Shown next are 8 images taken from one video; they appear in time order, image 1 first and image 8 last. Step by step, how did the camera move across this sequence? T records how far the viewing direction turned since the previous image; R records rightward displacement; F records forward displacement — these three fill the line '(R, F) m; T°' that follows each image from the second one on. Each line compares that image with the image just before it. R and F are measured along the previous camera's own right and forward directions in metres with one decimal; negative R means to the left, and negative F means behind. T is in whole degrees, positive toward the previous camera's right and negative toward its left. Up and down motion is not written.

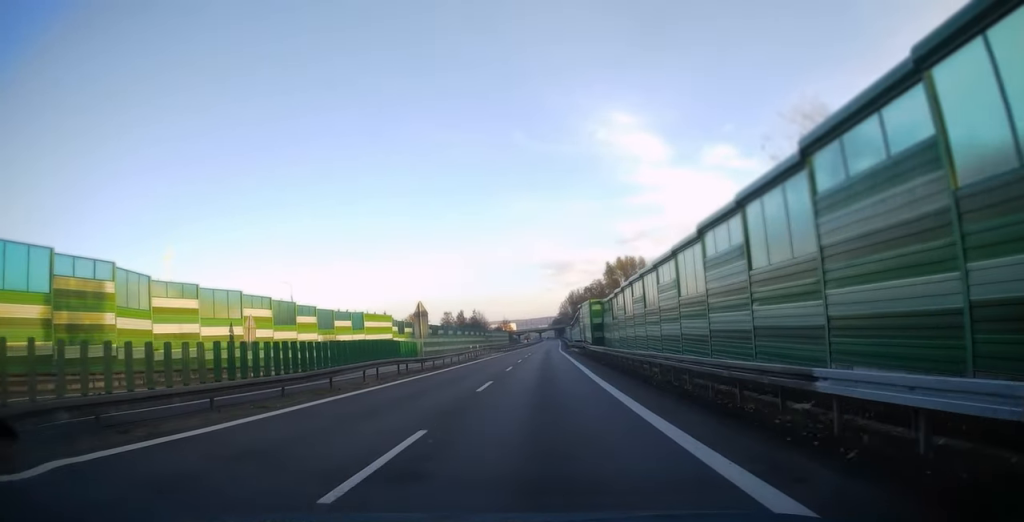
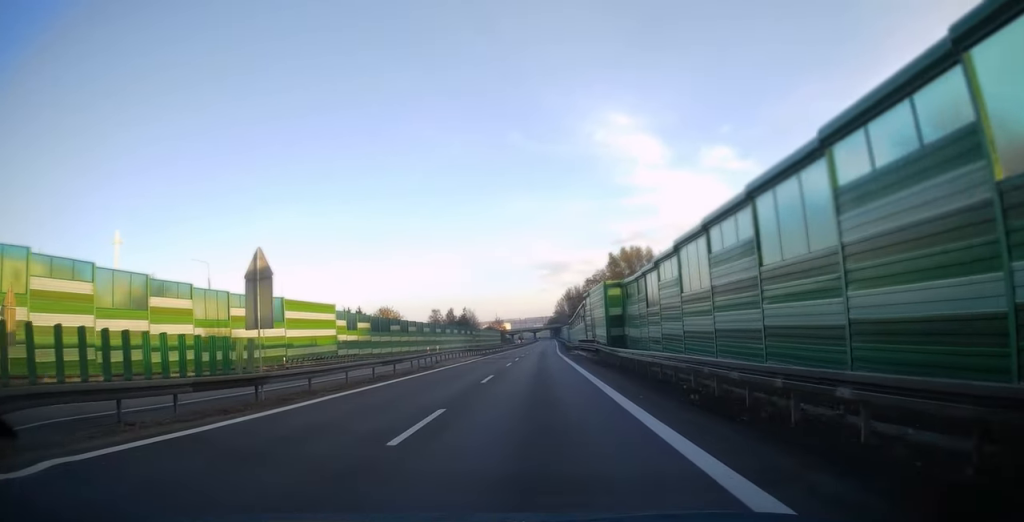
(+0.3, +21.0) m; +1°
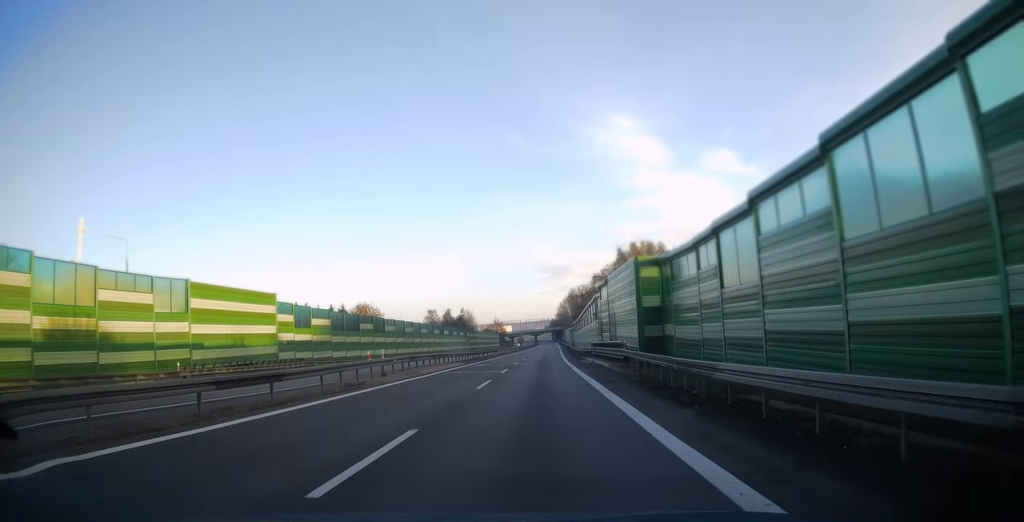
(+0.1, +14.7) m; 0°
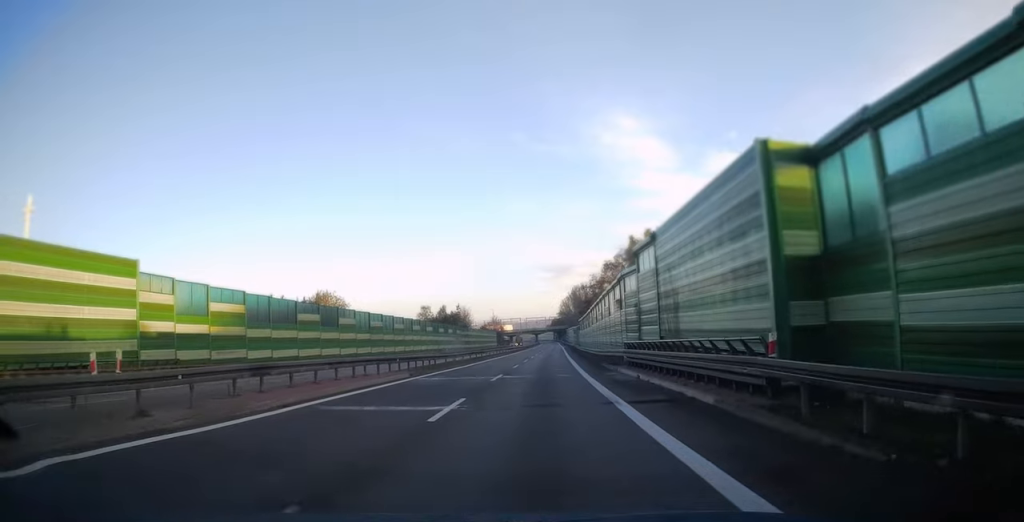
(-0.1, +18.4) m; 0°
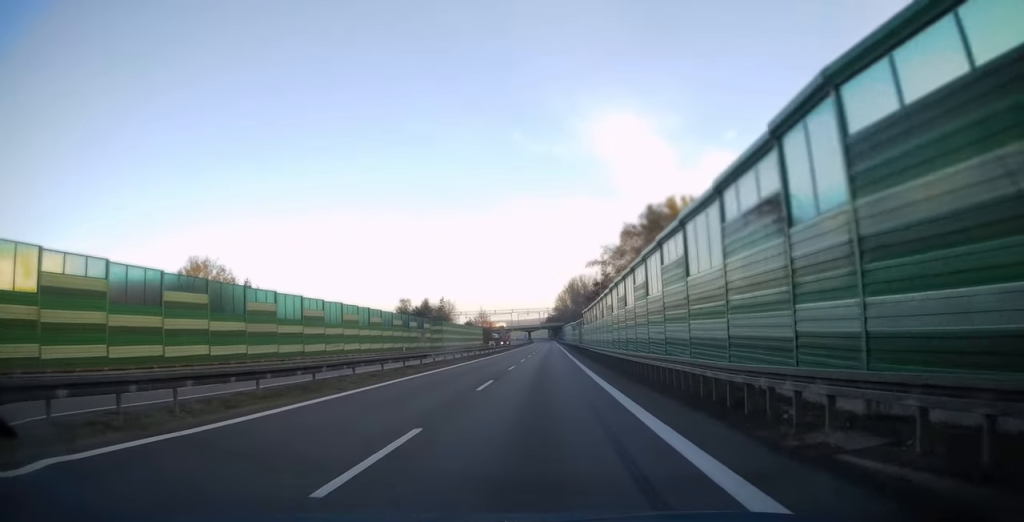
(0.0, +29.5) m; 0°
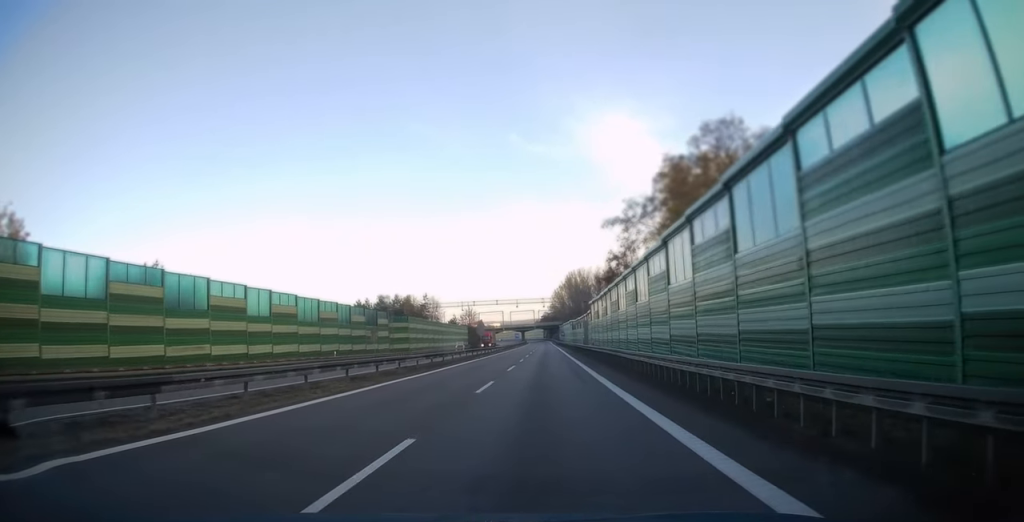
(+0.2, +25.0) m; +1°
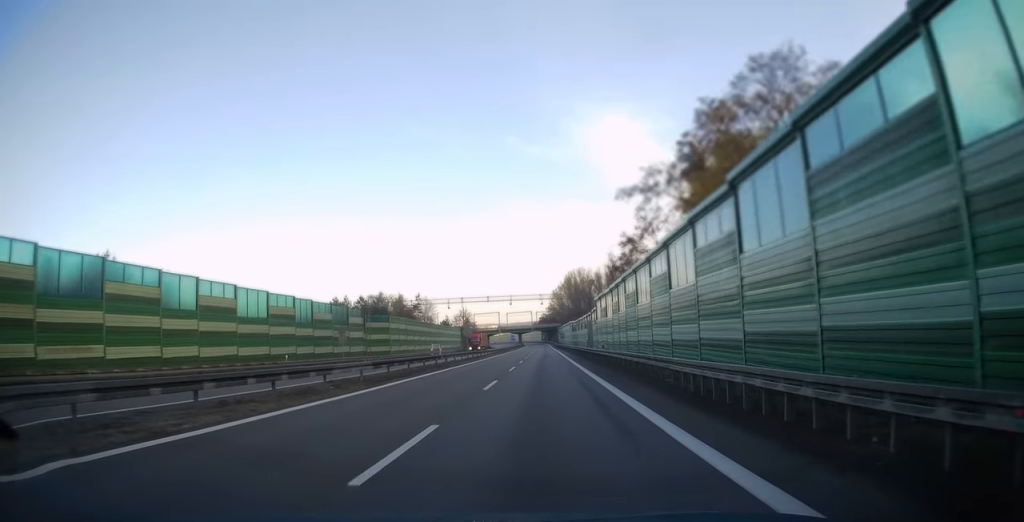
(0.0, +10.3) m; 0°
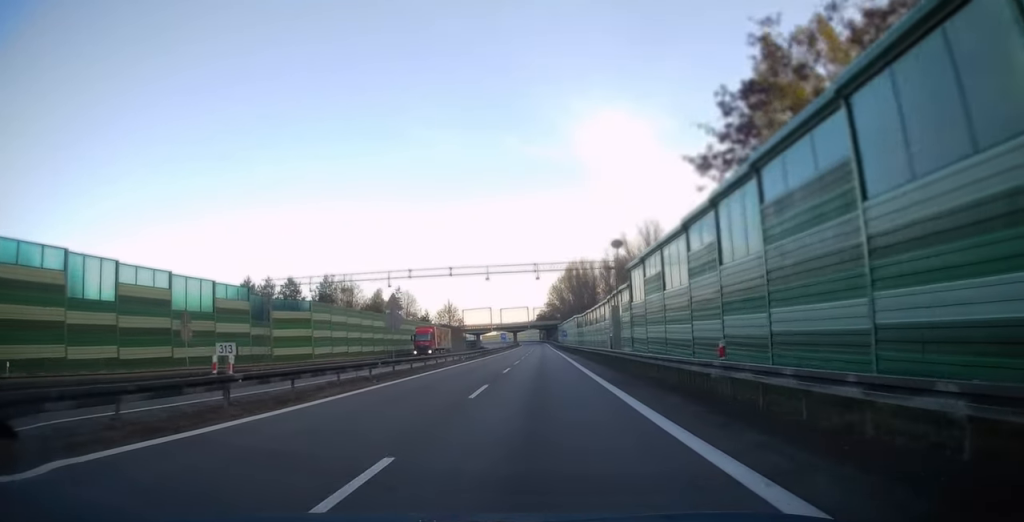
(+0.1, +26.8) m; 0°
